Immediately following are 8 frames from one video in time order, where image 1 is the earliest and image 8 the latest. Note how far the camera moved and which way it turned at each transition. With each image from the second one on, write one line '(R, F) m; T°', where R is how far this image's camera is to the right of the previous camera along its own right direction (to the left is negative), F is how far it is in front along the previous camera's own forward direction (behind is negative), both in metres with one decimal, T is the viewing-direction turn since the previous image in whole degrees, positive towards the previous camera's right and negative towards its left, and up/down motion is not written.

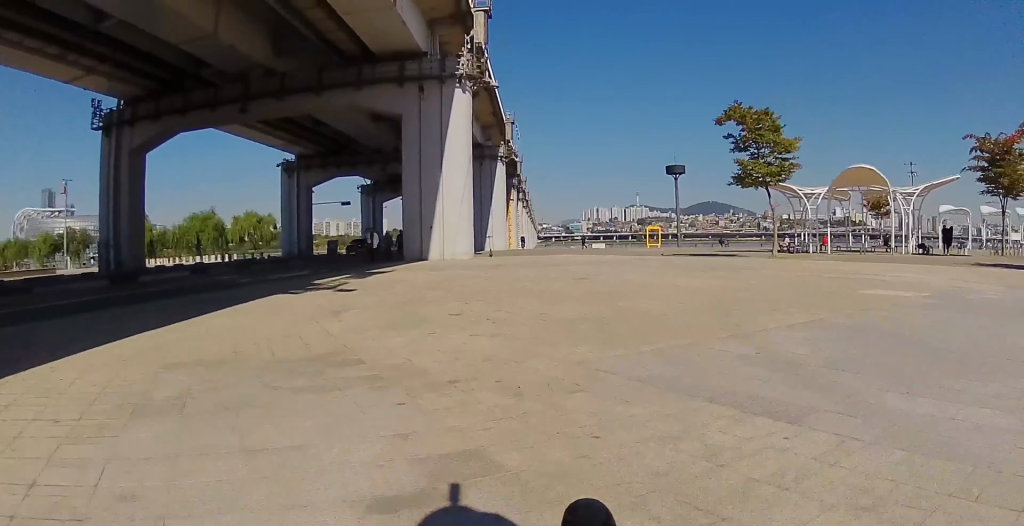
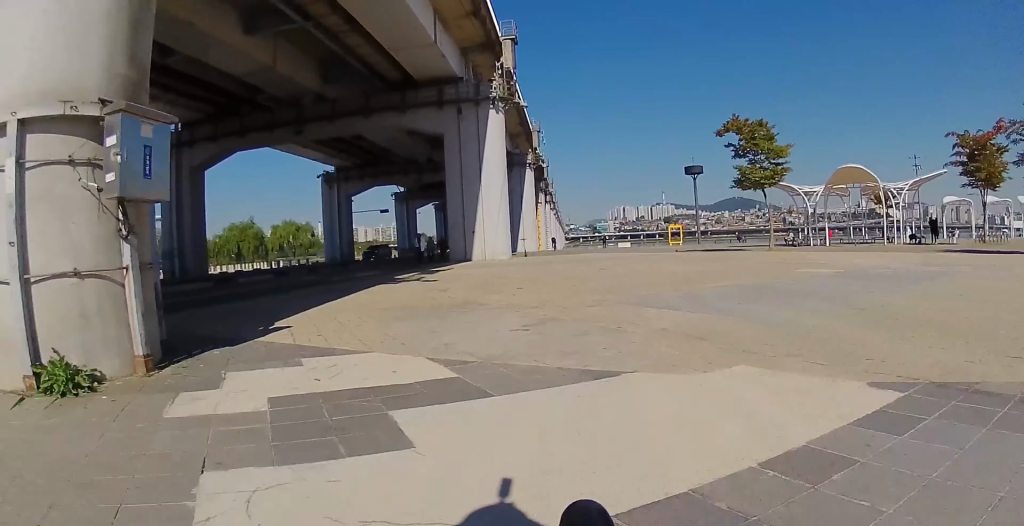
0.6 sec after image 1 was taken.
(+0.1, +4.2) m; 0°
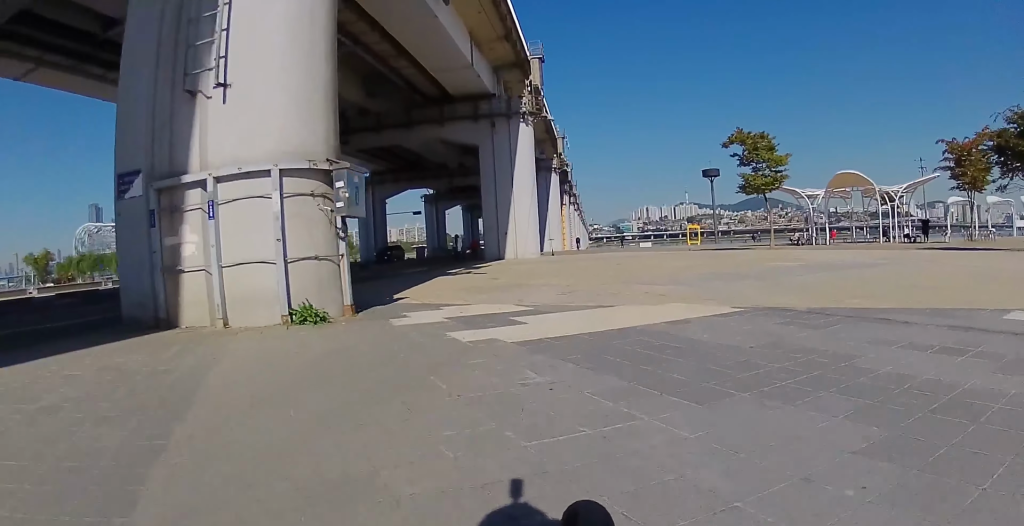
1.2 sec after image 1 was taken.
(-0.1, +3.8) m; -1°
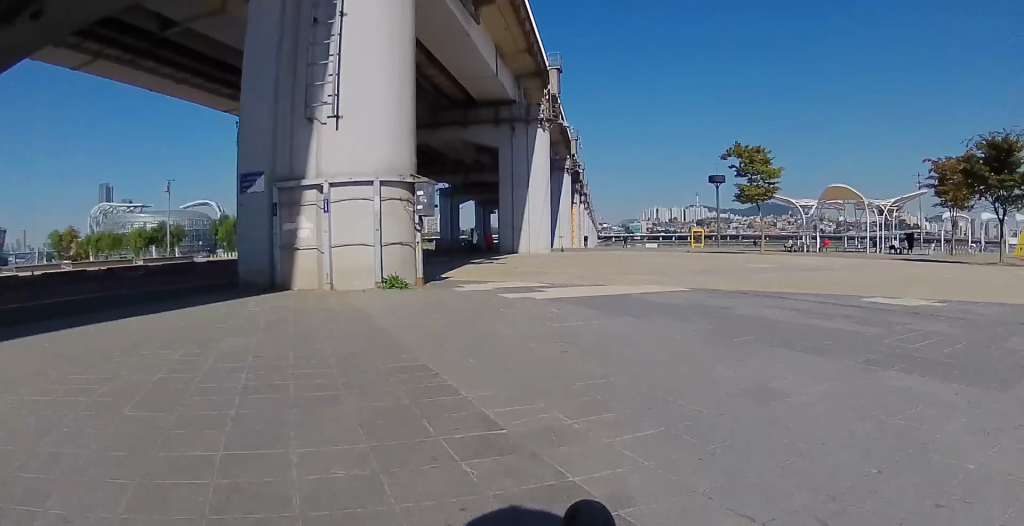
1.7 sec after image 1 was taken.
(0.0, +3.4) m; -1°
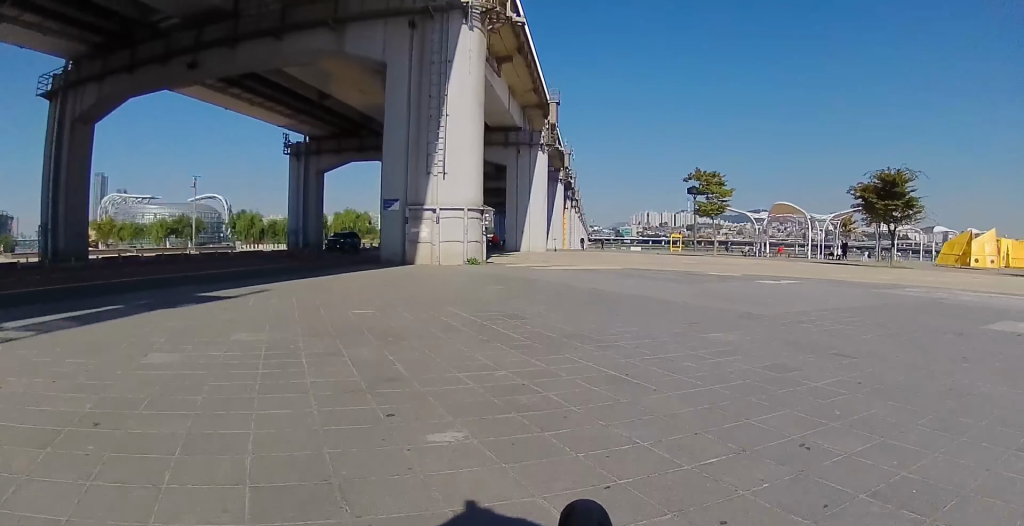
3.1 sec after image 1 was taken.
(-0.1, +9.6) m; 0°
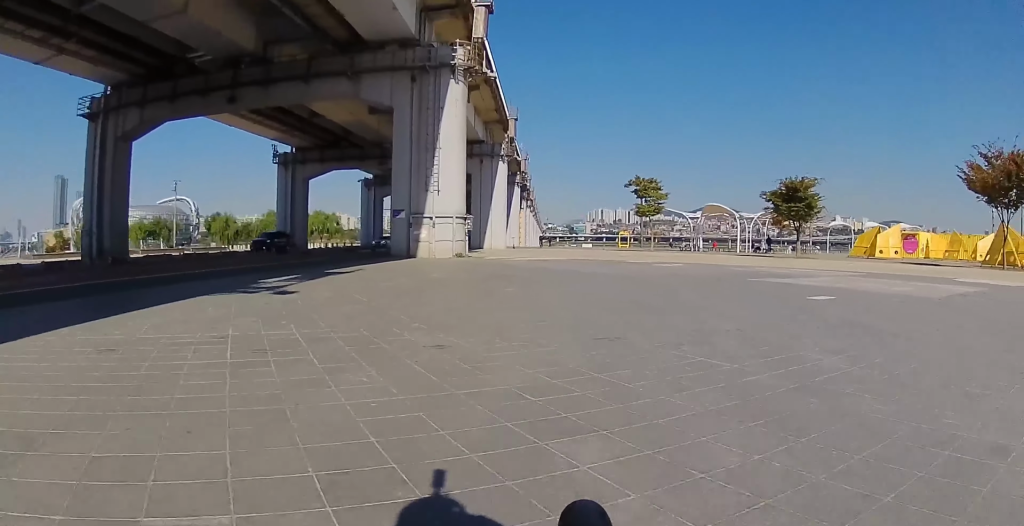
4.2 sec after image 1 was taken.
(+0.1, +7.5) m; +1°
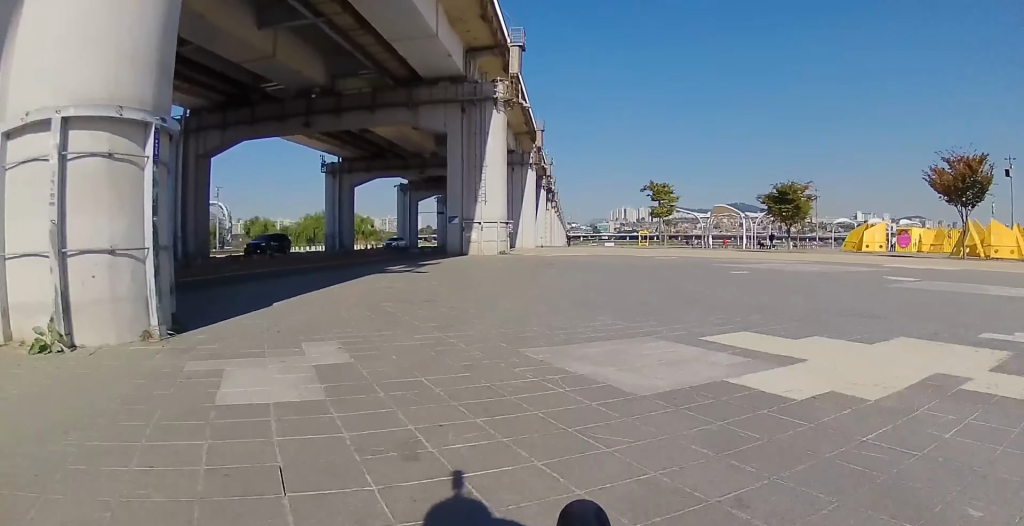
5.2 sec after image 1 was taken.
(0.0, +6.7) m; 0°
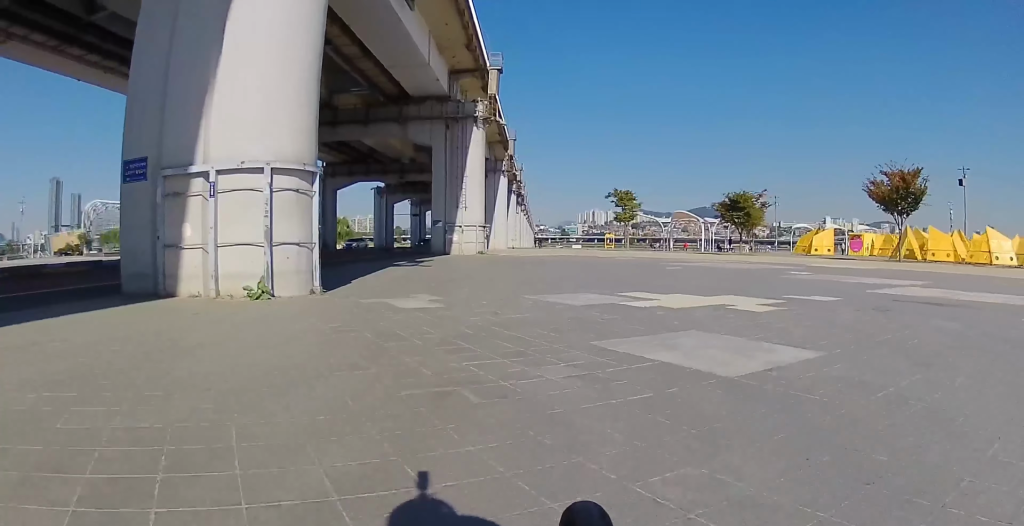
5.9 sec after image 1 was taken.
(0.0, +4.6) m; 0°
